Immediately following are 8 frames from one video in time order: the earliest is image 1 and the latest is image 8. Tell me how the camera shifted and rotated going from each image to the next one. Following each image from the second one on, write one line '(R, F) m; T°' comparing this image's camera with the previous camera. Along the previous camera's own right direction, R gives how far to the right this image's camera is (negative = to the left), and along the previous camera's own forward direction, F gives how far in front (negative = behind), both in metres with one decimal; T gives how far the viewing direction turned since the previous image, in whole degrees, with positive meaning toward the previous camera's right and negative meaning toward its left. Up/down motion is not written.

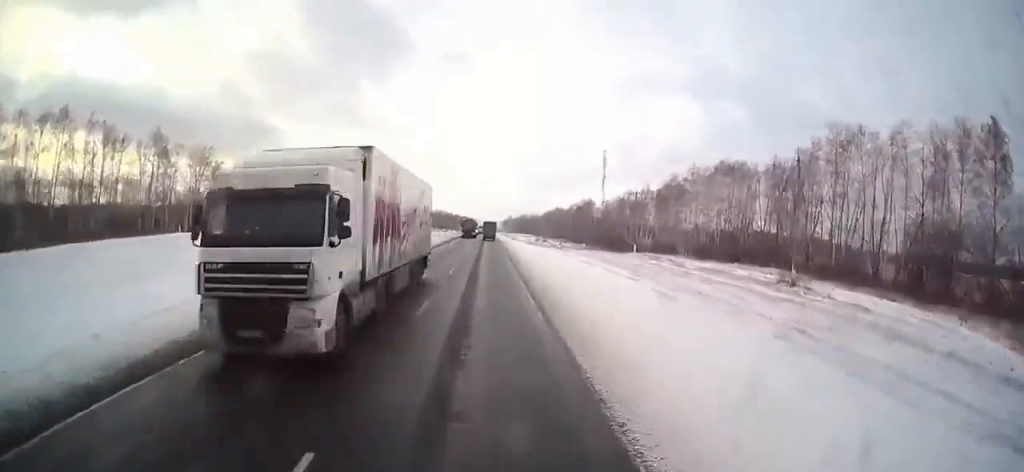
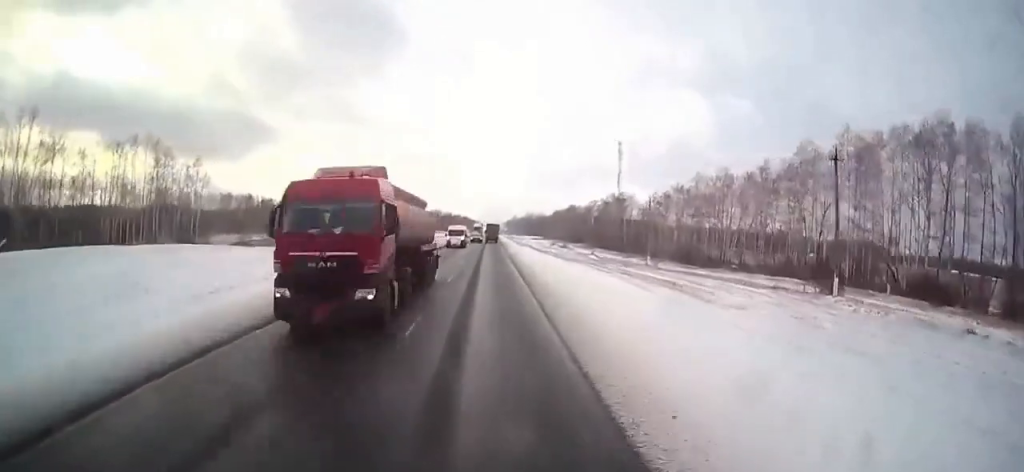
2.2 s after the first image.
(-0.1, +48.8) m; 0°
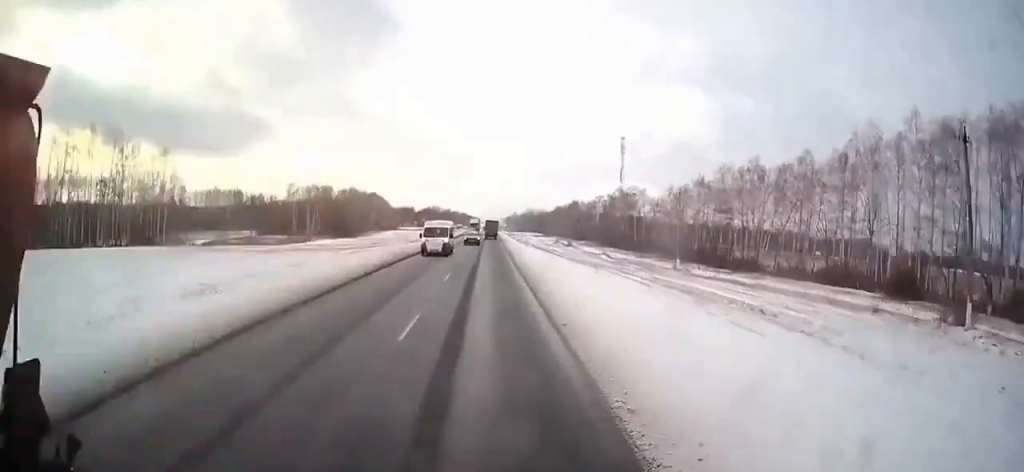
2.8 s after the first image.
(0.0, +11.4) m; 0°
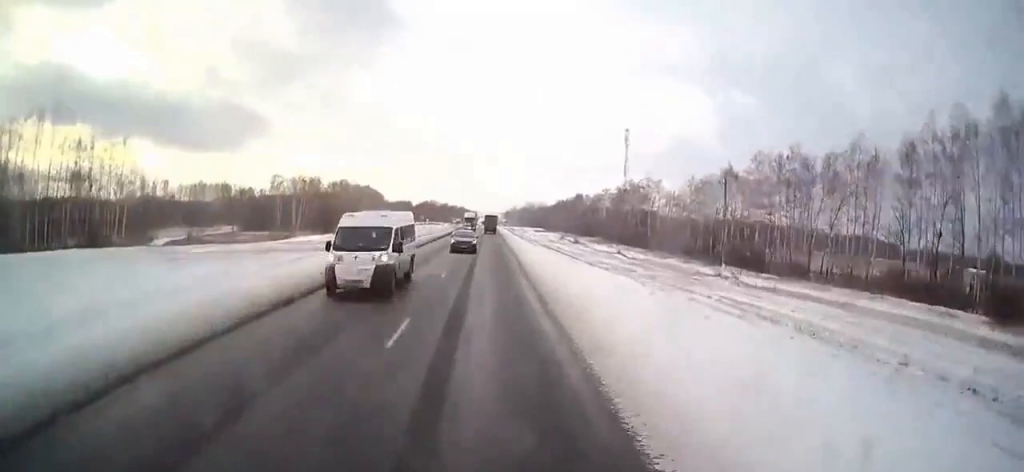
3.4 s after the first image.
(-0.1, +13.3) m; +1°
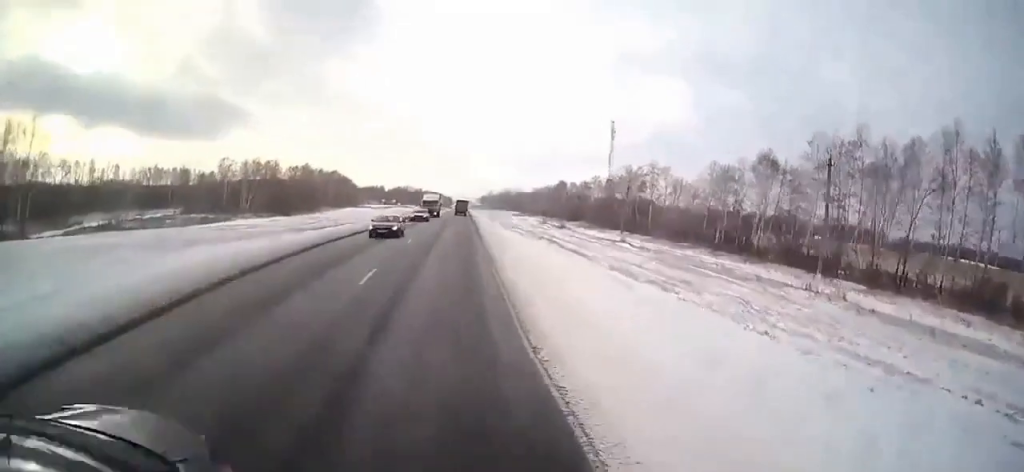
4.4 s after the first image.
(+0.4, +20.3) m; +1°
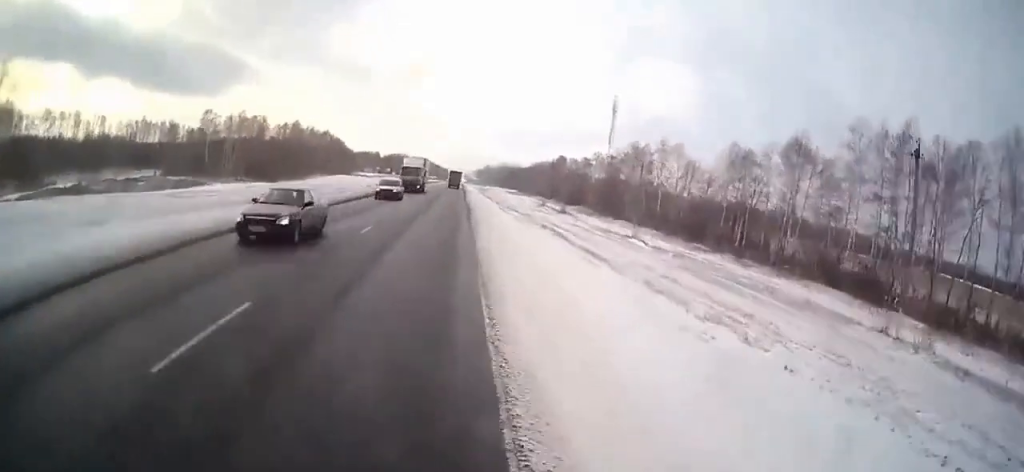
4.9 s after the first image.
(0.0, +8.0) m; 0°
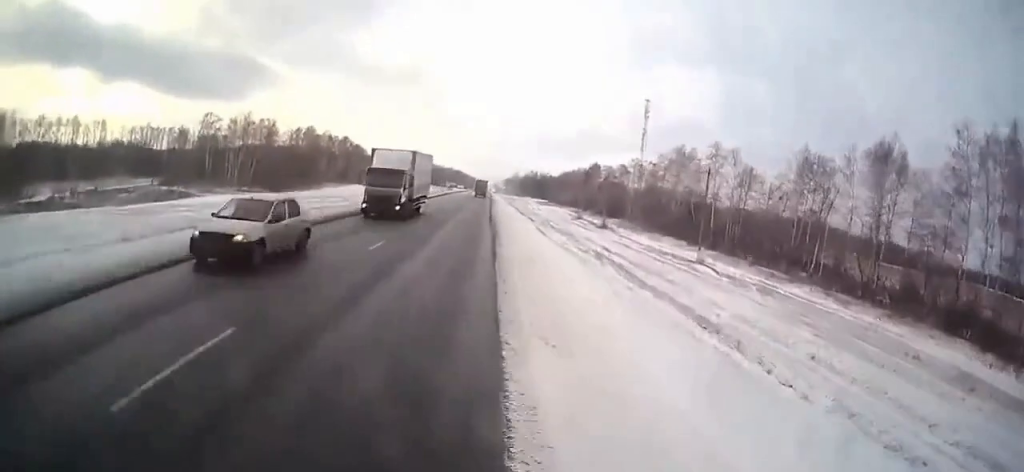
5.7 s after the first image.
(0.0, +13.5) m; -1°
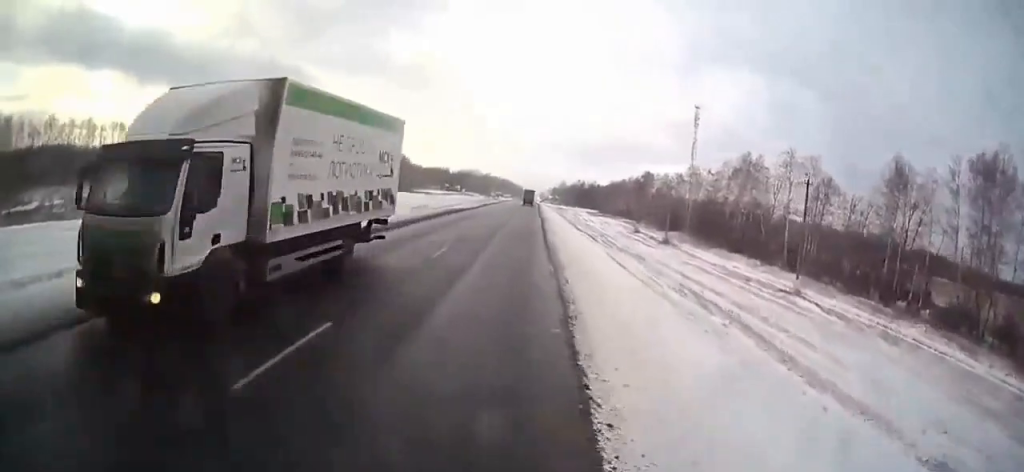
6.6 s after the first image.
(-0.2, +11.9) m; -3°
